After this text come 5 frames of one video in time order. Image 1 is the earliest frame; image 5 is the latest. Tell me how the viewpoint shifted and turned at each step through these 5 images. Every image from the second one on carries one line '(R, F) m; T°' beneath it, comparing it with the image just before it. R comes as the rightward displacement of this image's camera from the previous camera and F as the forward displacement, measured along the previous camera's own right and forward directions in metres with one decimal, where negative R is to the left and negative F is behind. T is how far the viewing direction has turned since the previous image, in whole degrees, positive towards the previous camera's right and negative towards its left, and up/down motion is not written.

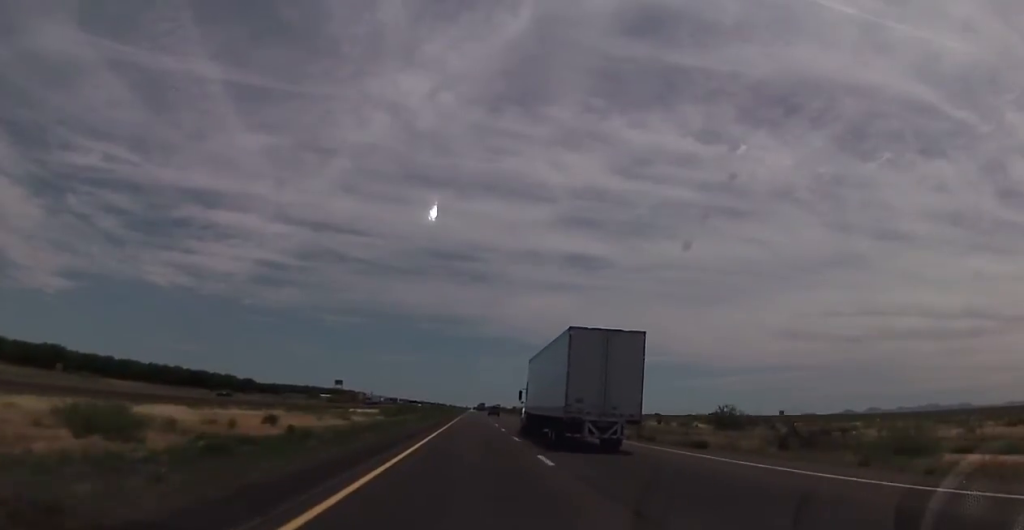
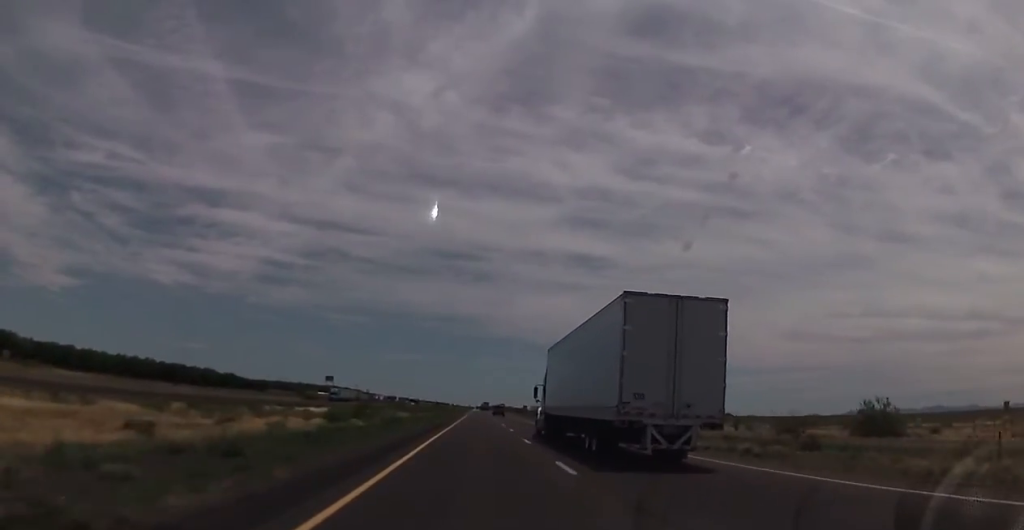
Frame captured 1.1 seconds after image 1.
(-0.4, +38.9) m; -1°
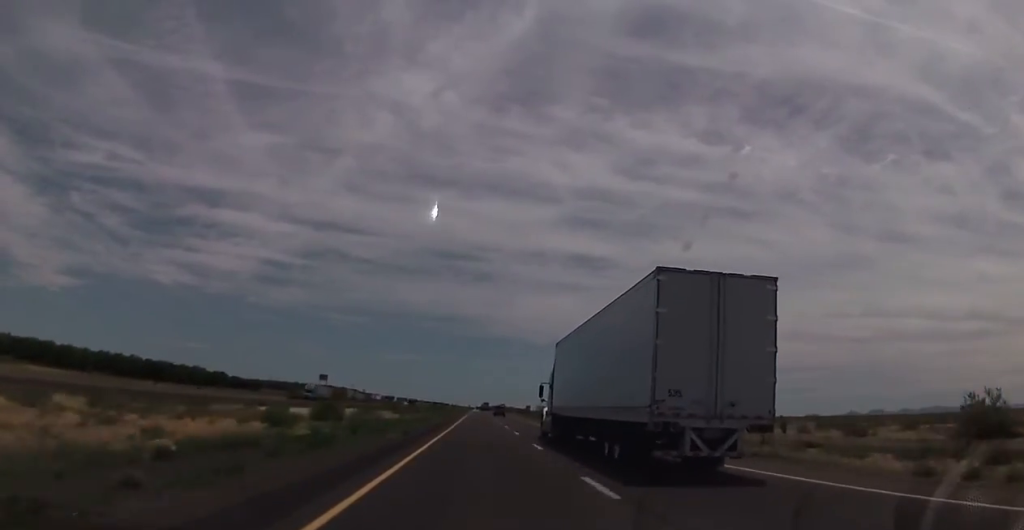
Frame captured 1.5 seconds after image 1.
(0.0, +15.7) m; 0°
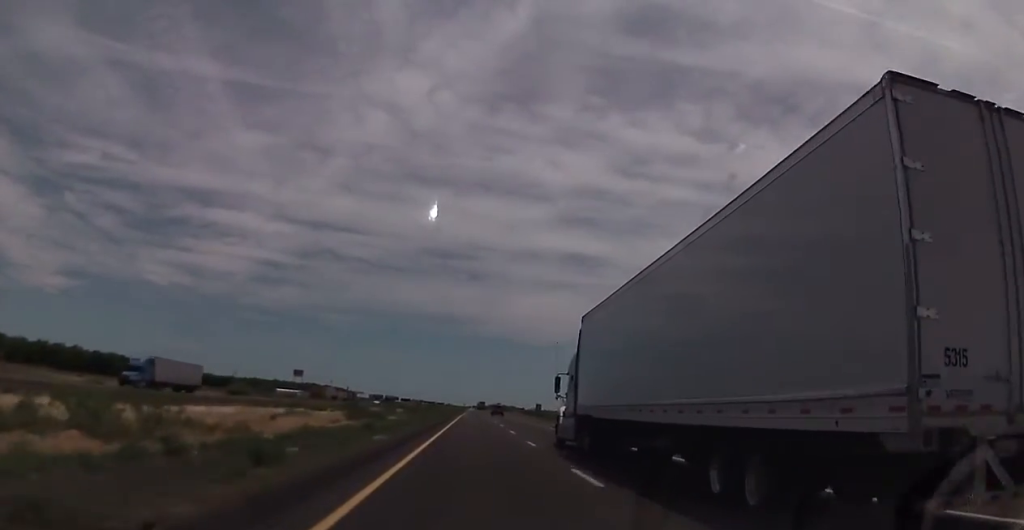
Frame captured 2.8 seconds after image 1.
(-0.1, +47.1) m; 0°
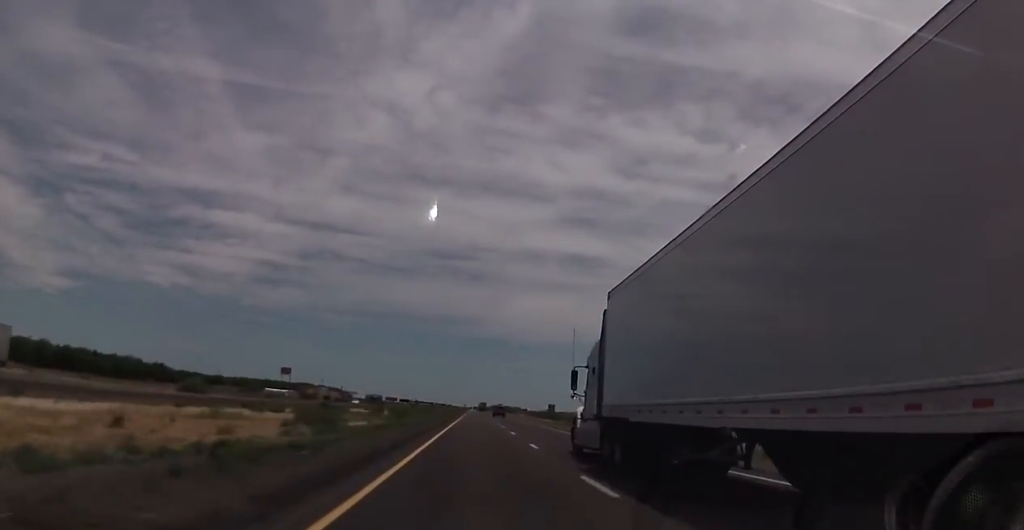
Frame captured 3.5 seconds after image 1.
(0.0, +25.3) m; 0°
